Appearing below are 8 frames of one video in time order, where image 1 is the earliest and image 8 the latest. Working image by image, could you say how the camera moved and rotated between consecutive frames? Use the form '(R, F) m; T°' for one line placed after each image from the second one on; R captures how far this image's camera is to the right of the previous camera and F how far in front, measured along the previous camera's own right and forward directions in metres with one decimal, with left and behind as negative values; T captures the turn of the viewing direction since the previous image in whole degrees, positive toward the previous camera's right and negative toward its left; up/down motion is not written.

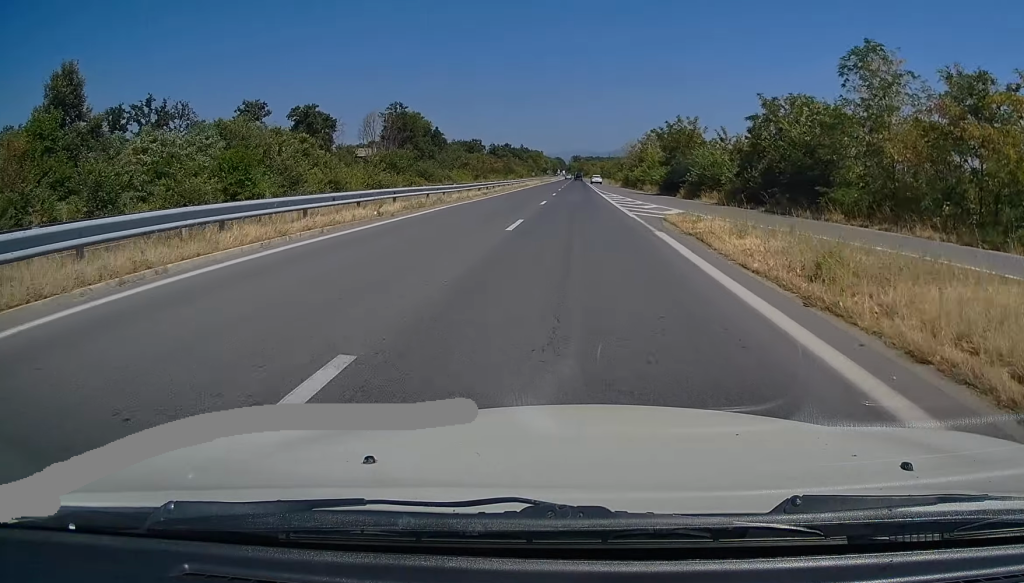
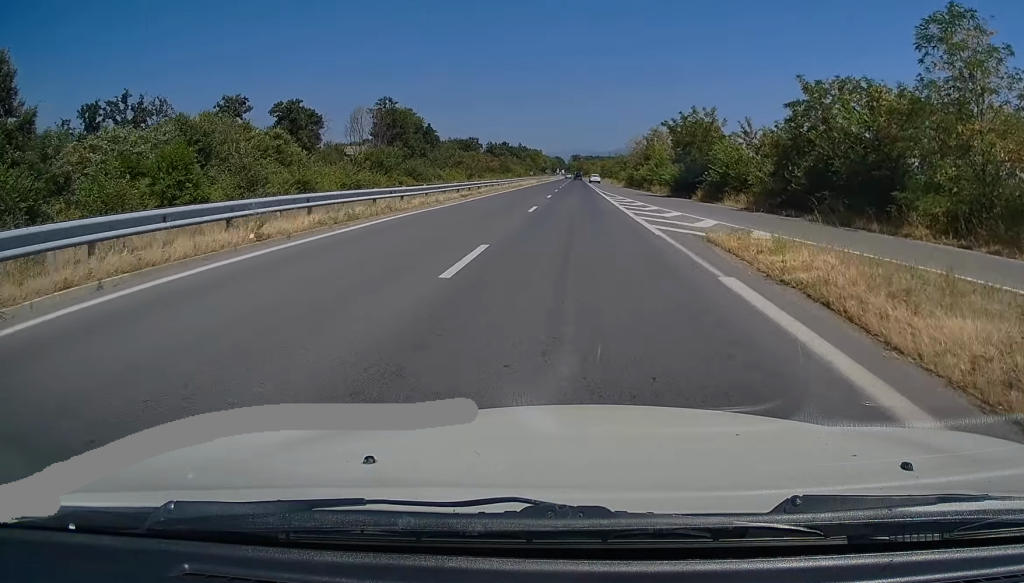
(+0.1, +7.6) m; 0°
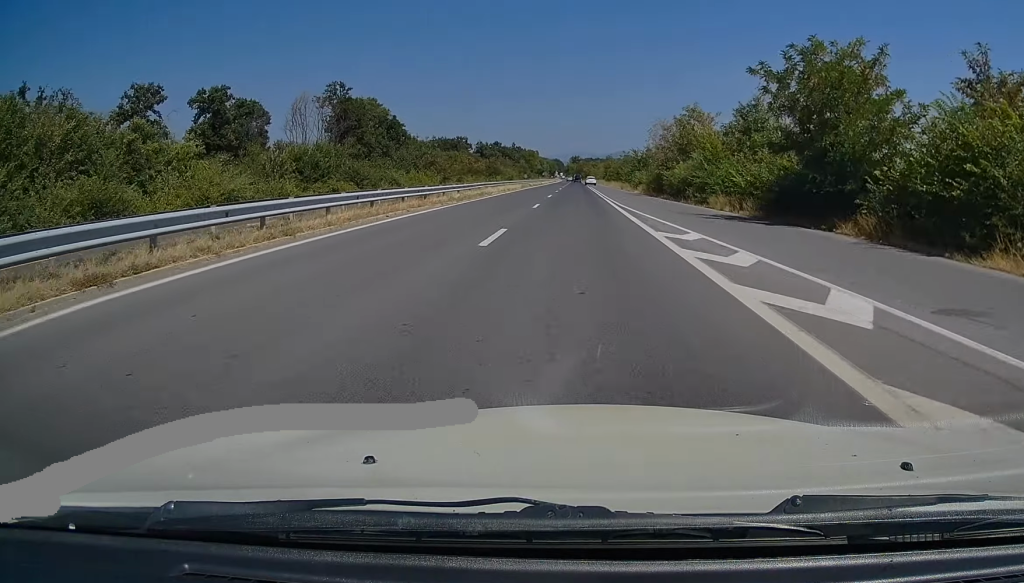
(-0.4, +27.3) m; 0°
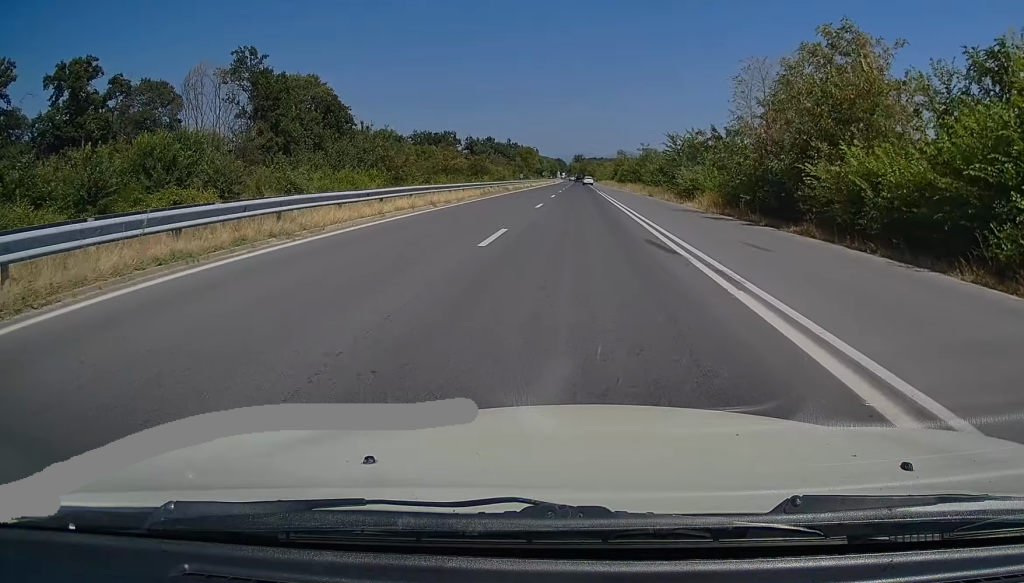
(+0.7, +31.3) m; +1°
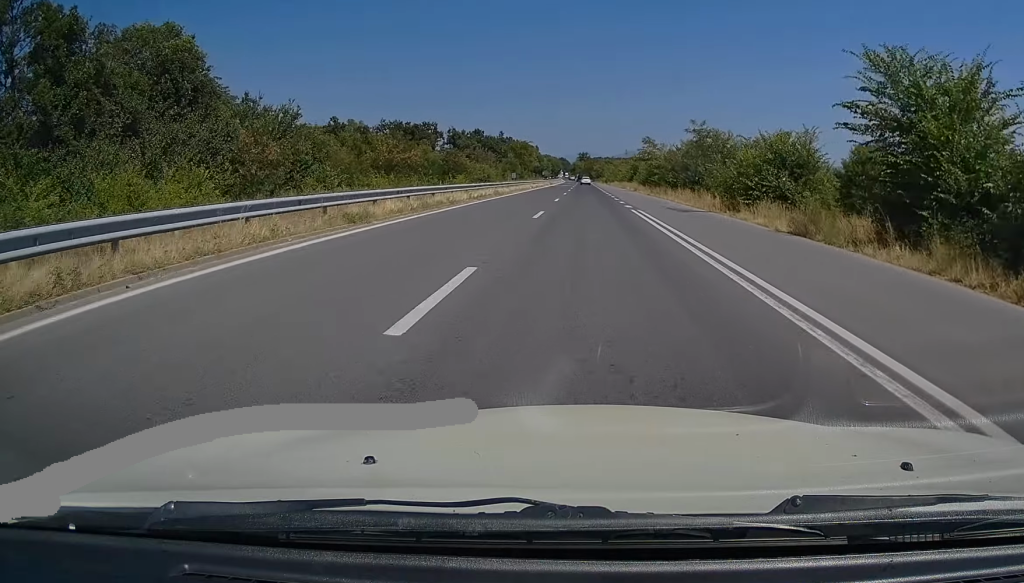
(-0.5, +37.9) m; -1°
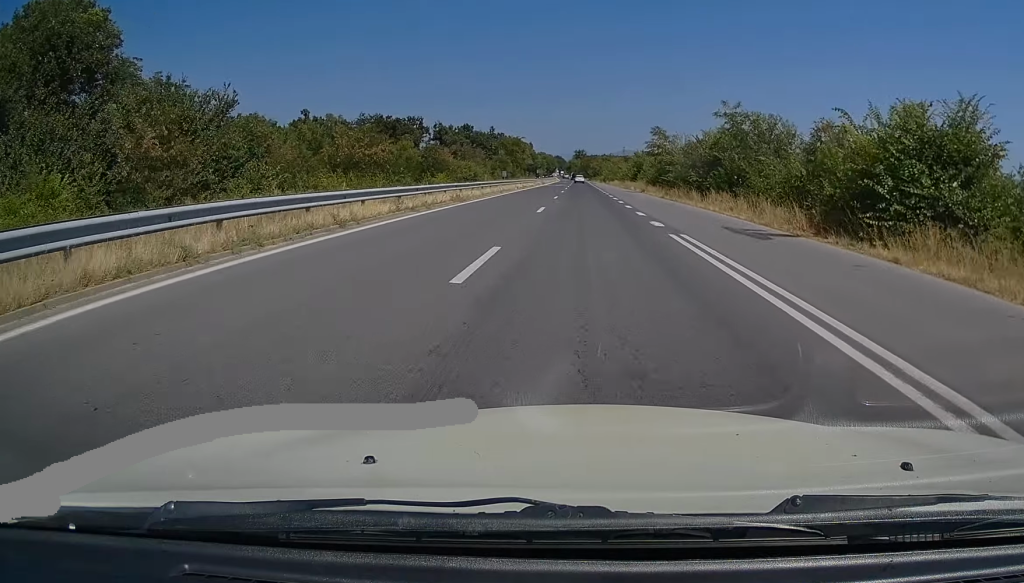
(0.0, +13.1) m; 0°
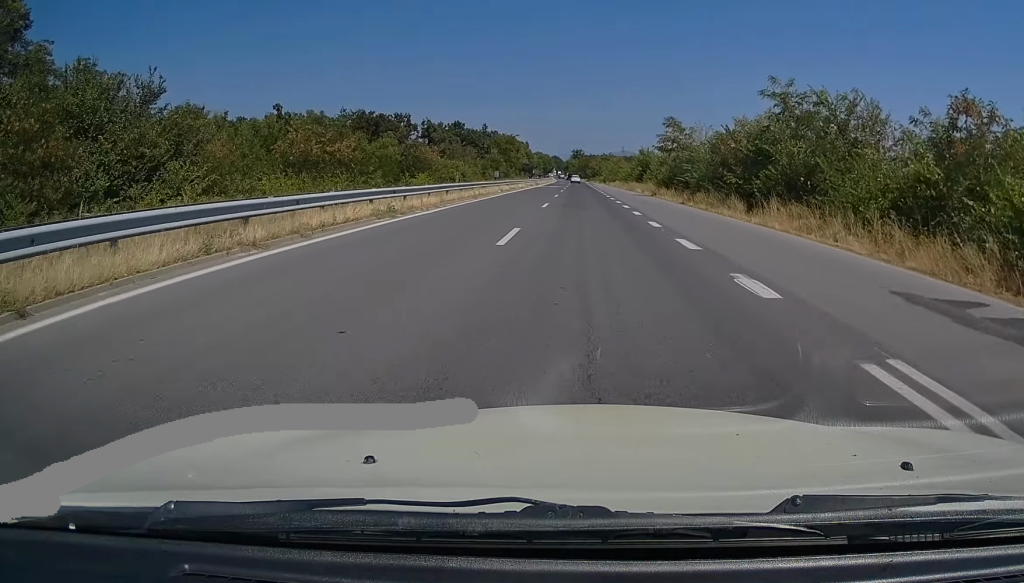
(0.0, +11.1) m; 0°
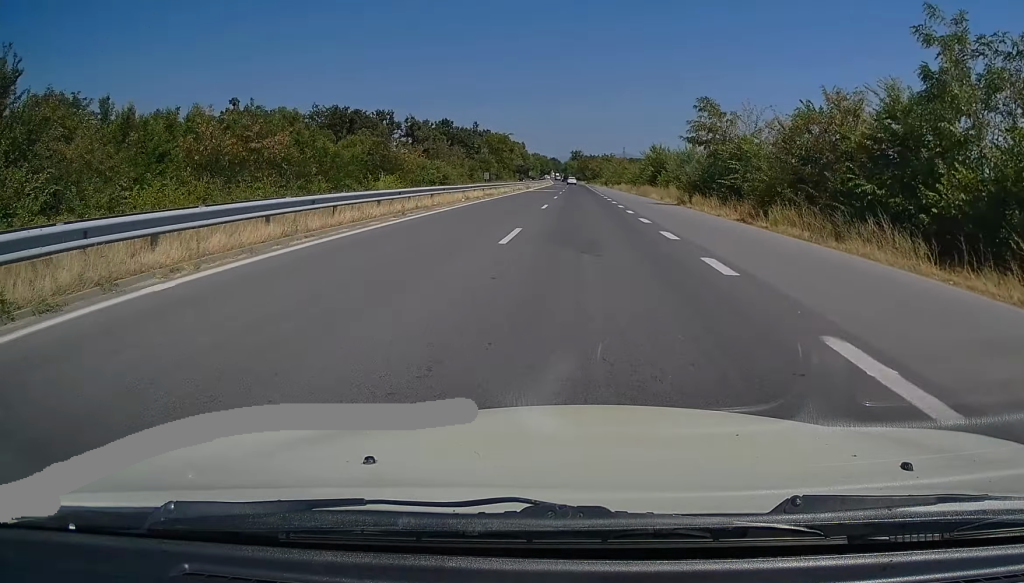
(+0.2, +14.9) m; 0°
